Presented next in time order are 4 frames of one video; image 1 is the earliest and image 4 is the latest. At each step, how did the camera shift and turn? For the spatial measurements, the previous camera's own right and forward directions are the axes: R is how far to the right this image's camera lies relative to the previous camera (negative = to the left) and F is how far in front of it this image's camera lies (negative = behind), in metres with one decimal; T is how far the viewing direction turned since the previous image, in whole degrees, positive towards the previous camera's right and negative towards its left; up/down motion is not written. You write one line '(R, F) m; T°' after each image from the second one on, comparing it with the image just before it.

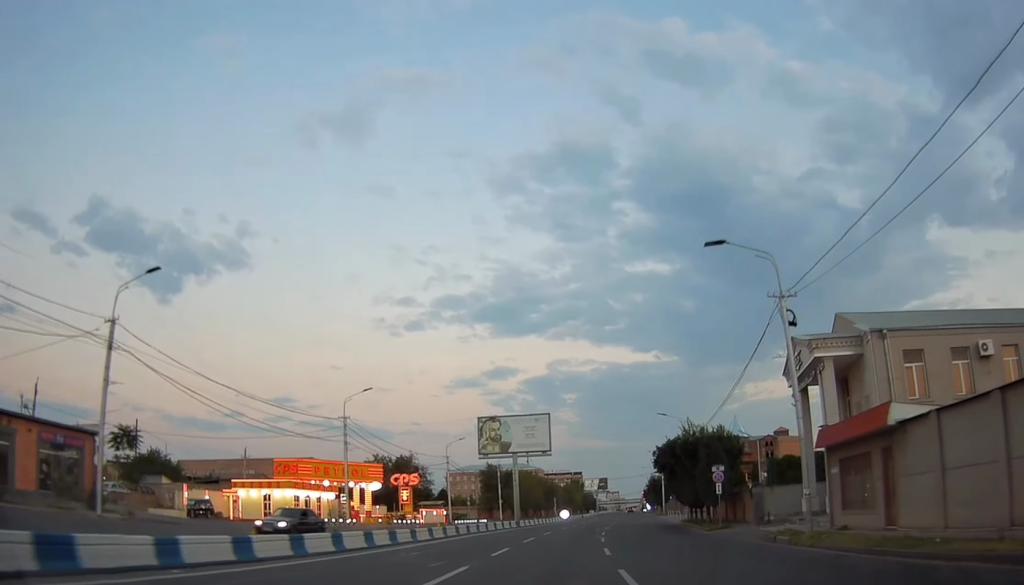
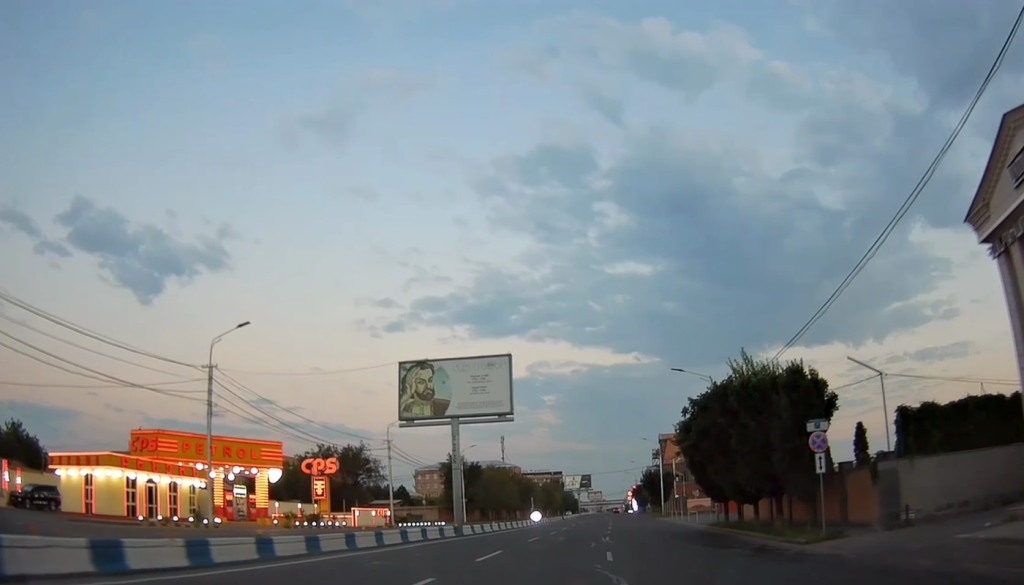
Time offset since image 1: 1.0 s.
(+0.4, +21.5) m; +1°
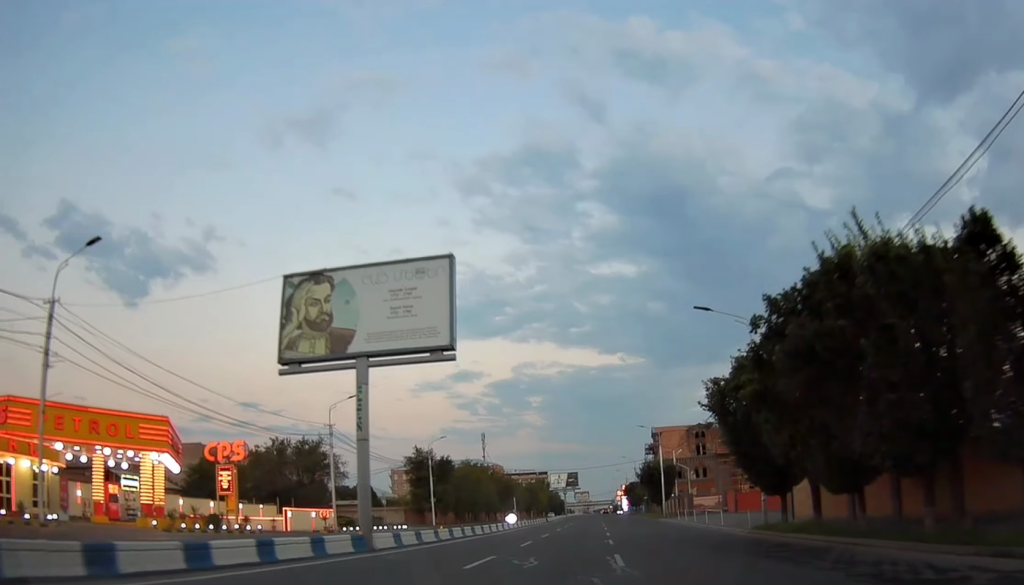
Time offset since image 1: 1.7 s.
(-0.2, +14.4) m; +1°
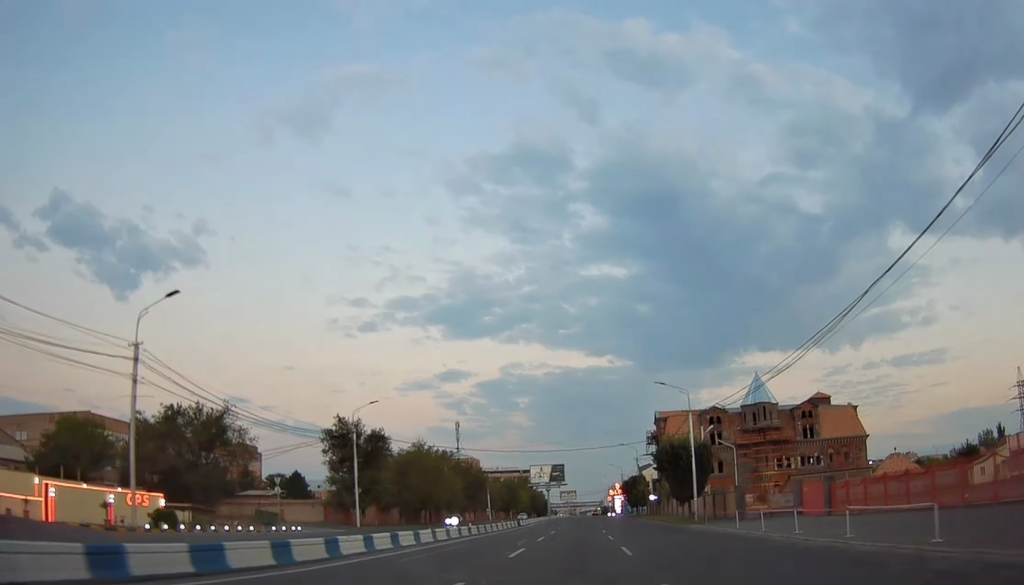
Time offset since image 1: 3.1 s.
(+1.3, +28.6) m; +4°
